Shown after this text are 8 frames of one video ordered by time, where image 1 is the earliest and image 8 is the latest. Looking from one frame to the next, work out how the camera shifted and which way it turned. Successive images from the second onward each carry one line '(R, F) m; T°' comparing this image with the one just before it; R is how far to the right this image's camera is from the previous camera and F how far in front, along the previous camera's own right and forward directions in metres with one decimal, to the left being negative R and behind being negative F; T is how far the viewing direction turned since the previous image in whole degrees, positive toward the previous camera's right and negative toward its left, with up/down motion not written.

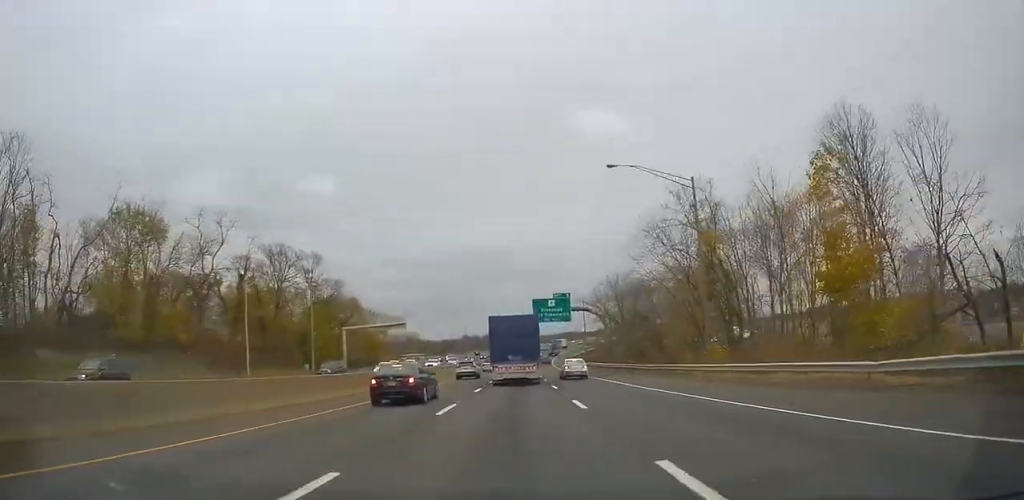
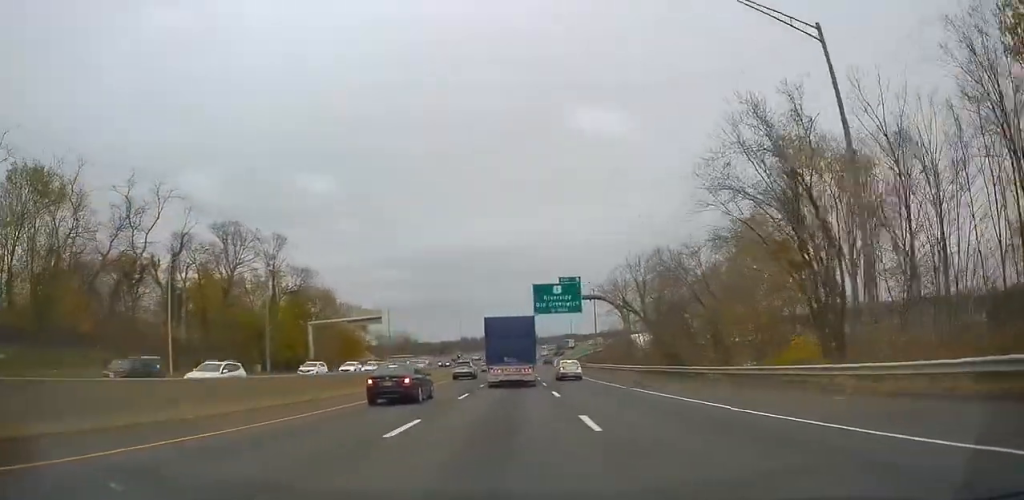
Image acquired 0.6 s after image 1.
(+0.4, +17.0) m; 0°
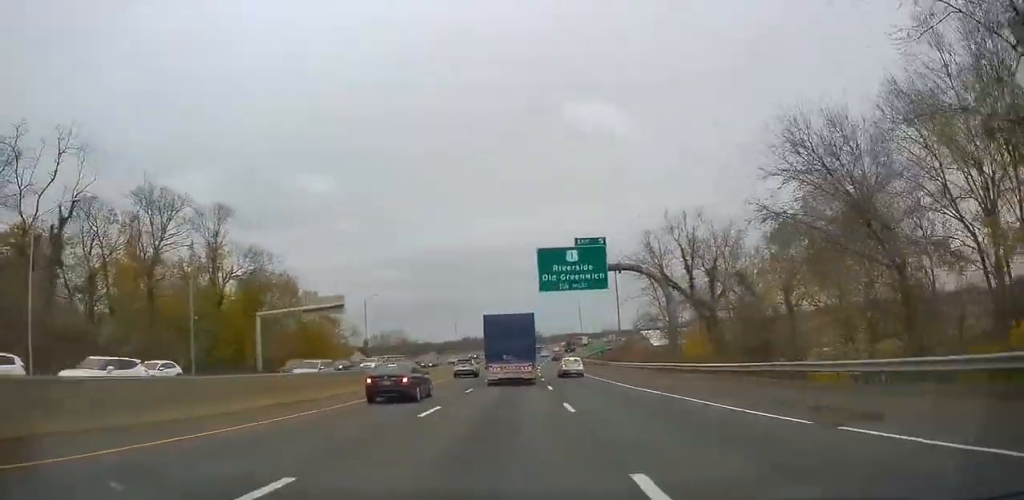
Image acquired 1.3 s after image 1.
(-0.2, +19.9) m; 0°
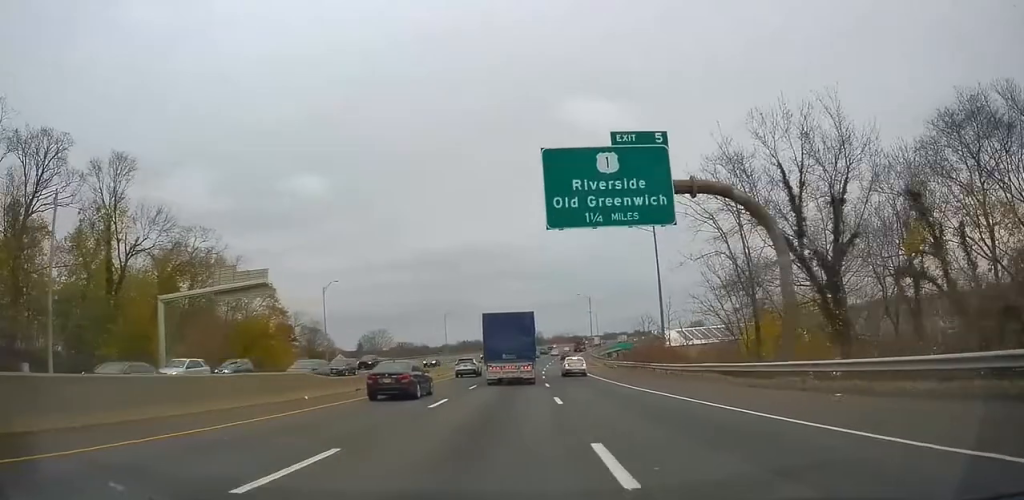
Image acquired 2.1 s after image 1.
(0.0, +21.8) m; 0°
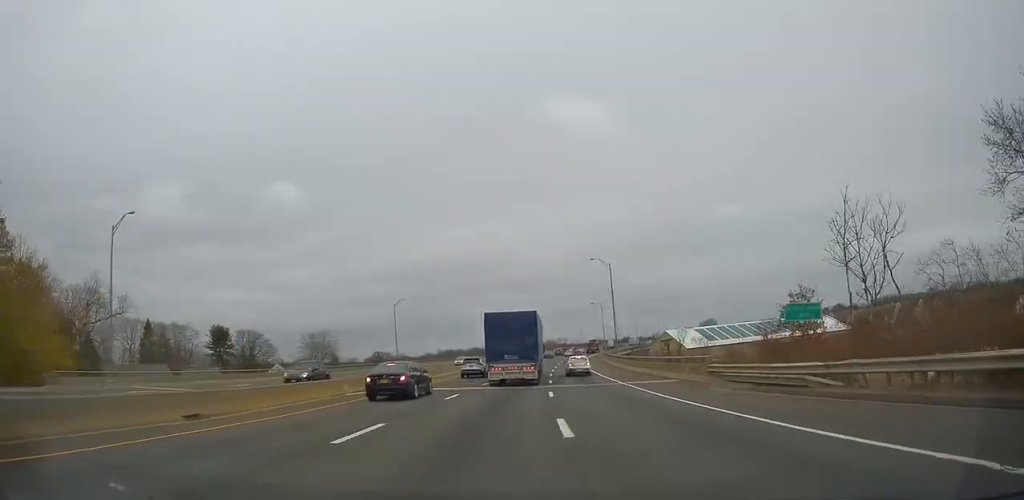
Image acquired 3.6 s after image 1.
(-0.1, +45.0) m; 0°
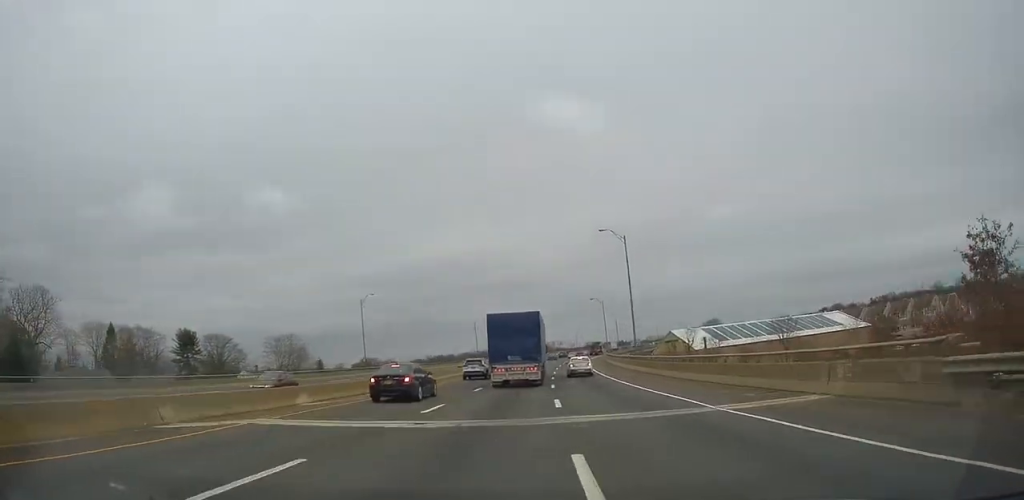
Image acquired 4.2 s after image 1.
(+0.2, +17.0) m; 0°
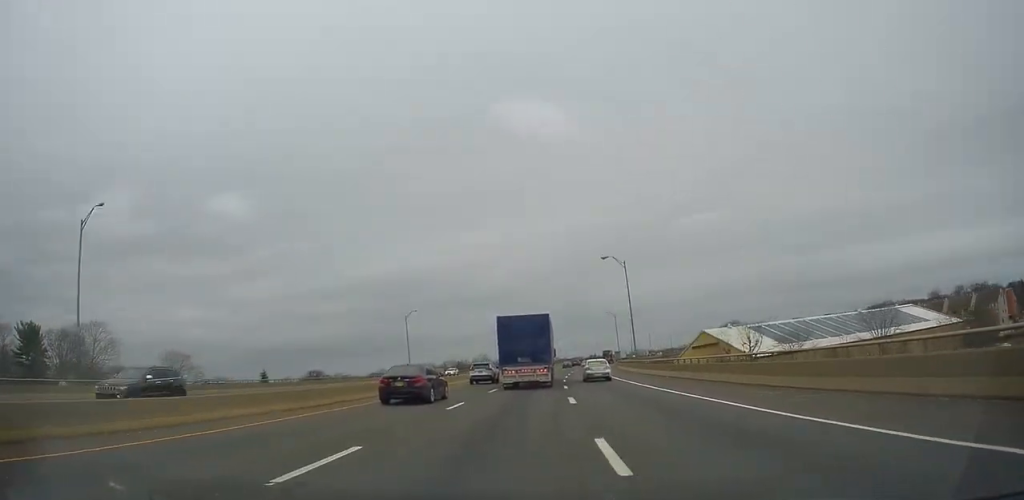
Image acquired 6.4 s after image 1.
(+0.4, +60.6) m; +1°
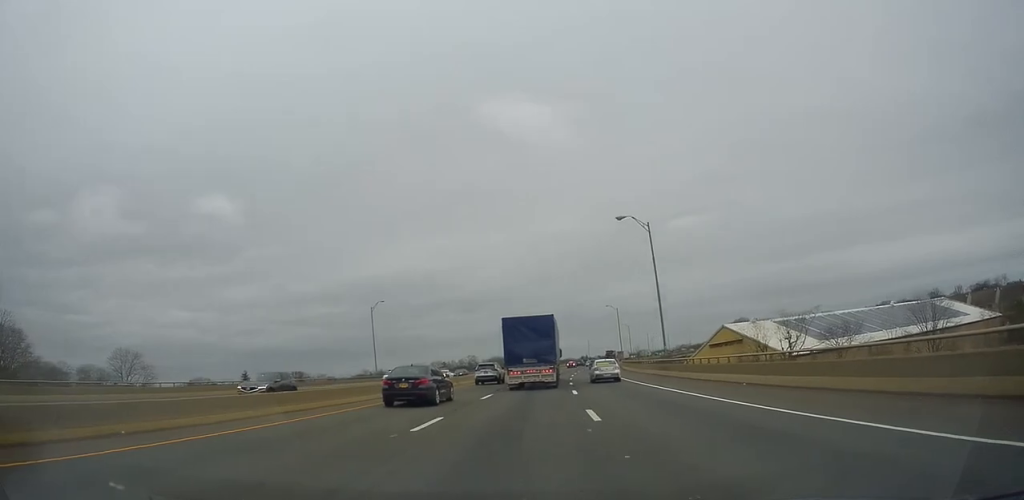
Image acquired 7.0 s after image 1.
(+0.2, +18.1) m; +1°
